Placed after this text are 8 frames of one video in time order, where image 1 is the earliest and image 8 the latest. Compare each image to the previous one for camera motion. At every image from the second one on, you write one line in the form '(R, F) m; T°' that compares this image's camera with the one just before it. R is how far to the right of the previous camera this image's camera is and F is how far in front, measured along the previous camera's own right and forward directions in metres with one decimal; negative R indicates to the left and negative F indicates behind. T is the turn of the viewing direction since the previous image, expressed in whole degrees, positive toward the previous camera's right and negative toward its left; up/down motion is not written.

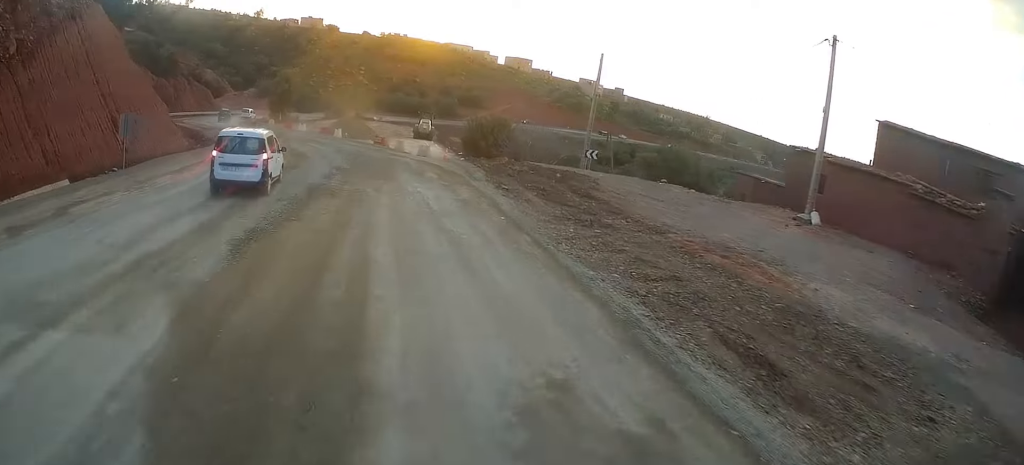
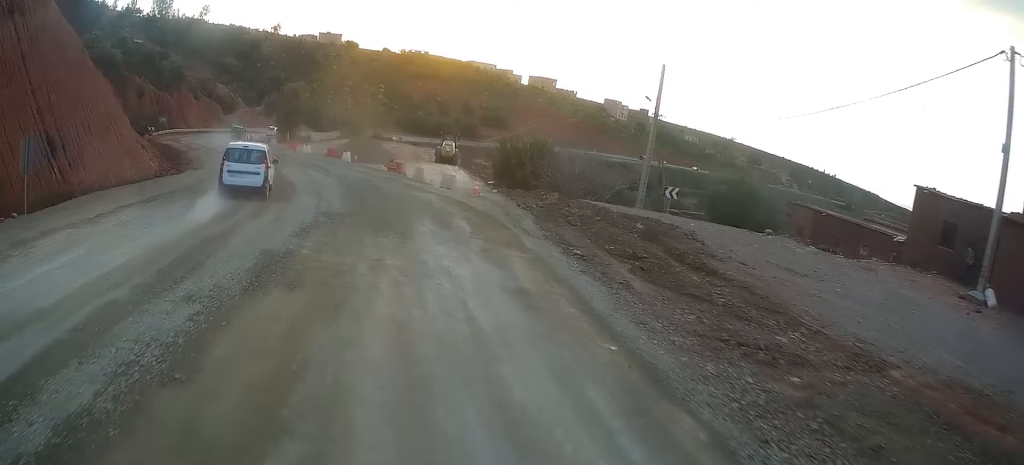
(-0.4, +7.8) m; -3°
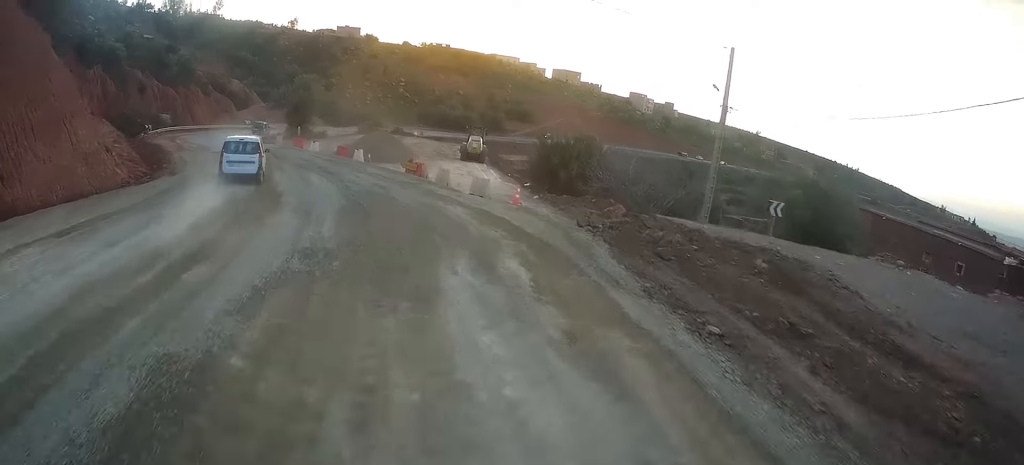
(-0.1, +6.4) m; -2°
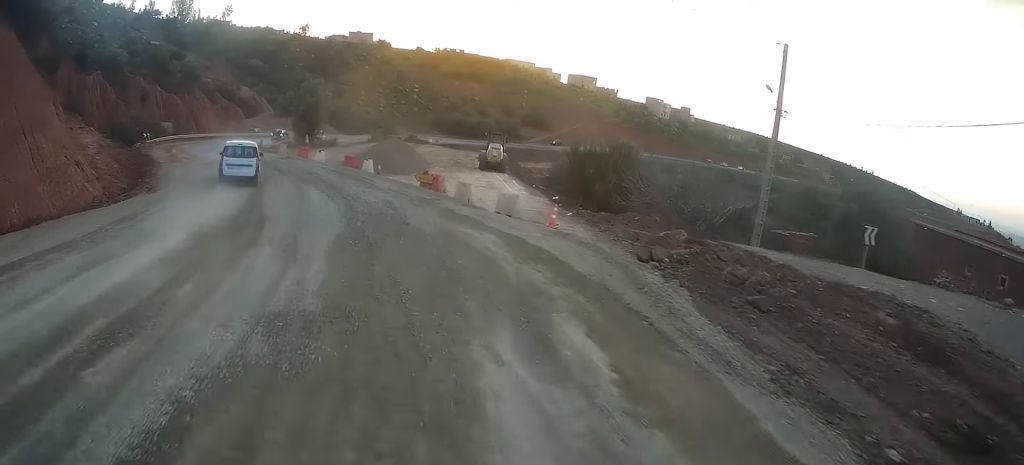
(+0.1, +3.9) m; -1°
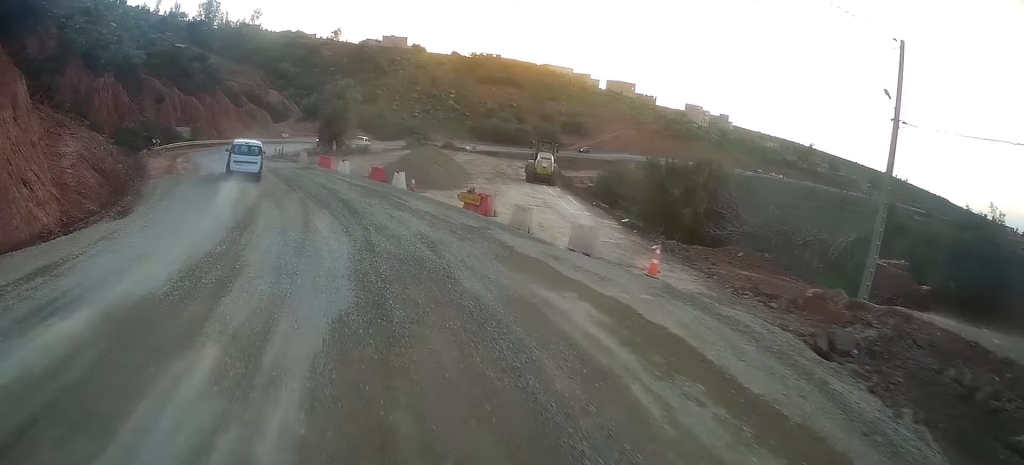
(-0.2, +5.7) m; -2°
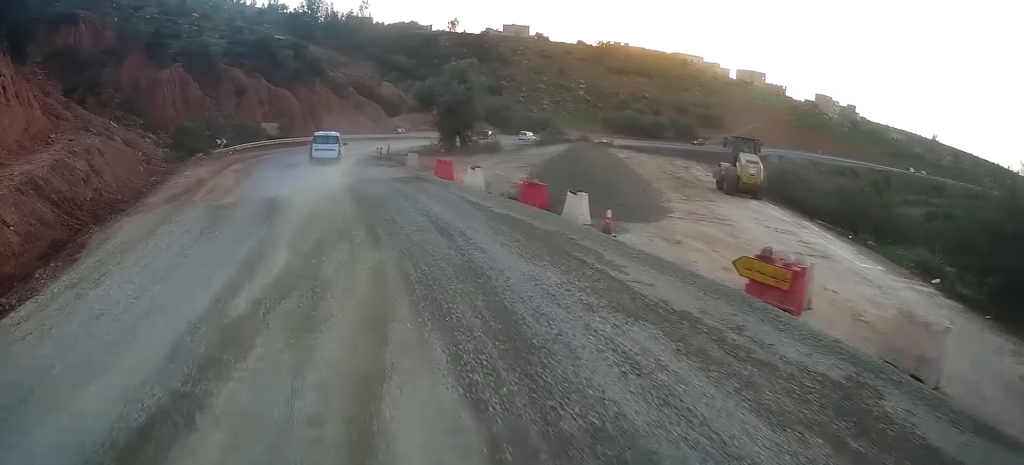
(-0.4, +12.1) m; -7°
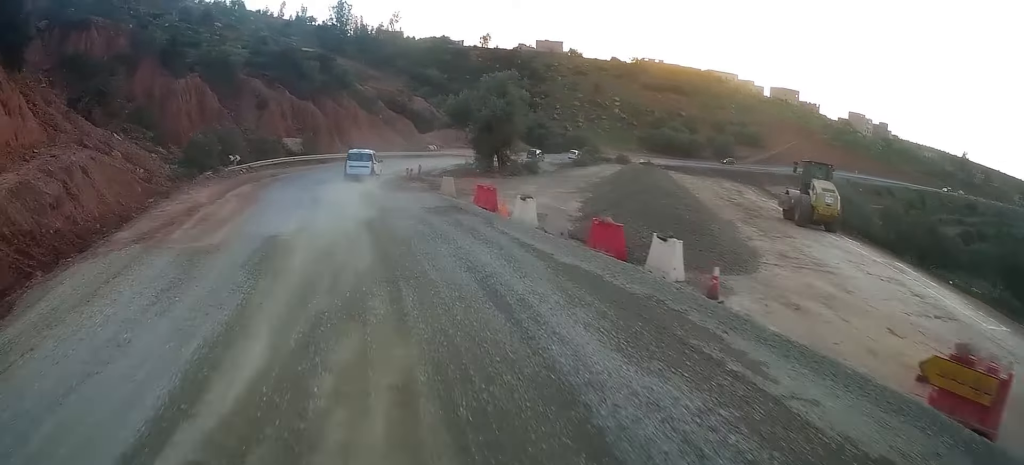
(+0.1, +3.8) m; -3°
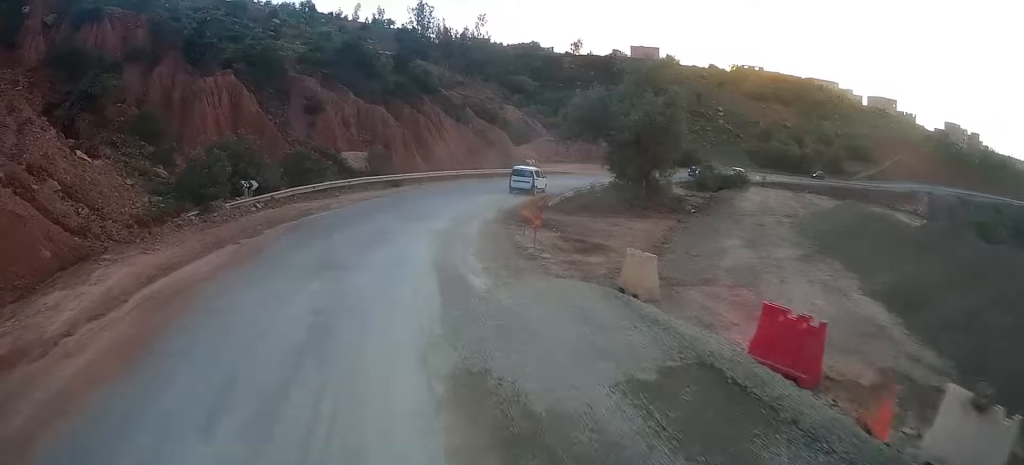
(-1.9, +13.0) m; -10°
